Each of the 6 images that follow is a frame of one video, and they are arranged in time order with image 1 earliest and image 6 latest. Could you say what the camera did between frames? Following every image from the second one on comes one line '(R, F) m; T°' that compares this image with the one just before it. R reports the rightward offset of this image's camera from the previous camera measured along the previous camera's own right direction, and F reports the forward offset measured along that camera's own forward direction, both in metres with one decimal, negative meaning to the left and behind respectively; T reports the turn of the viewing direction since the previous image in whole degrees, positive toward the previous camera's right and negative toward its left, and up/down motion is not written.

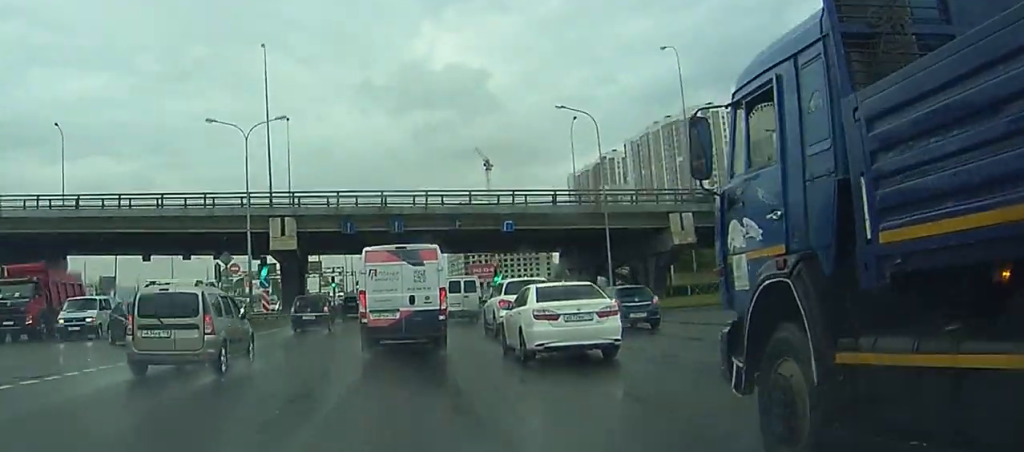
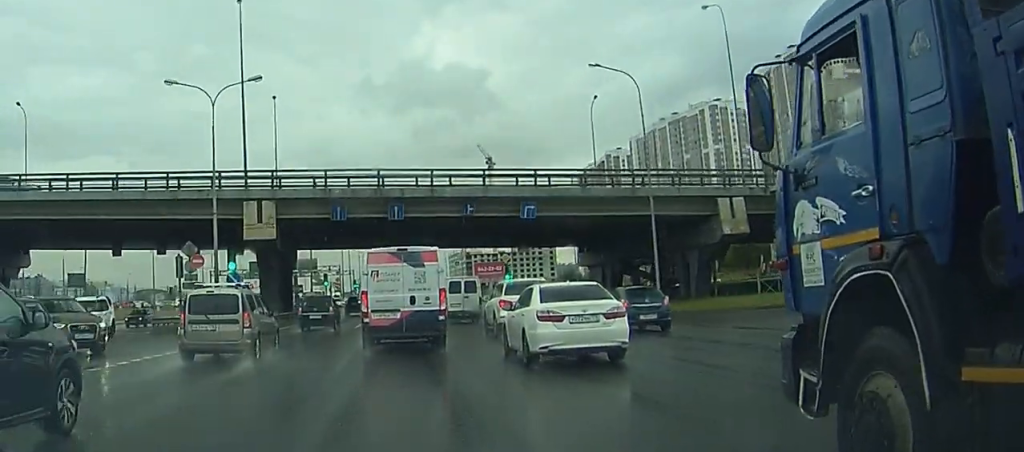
(0.0, +9.6) m; 0°
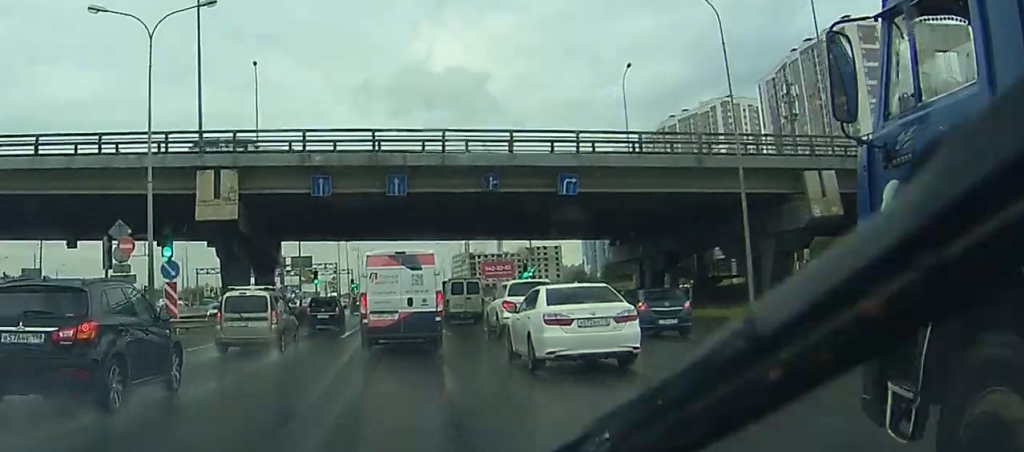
(+0.1, +11.4) m; 0°
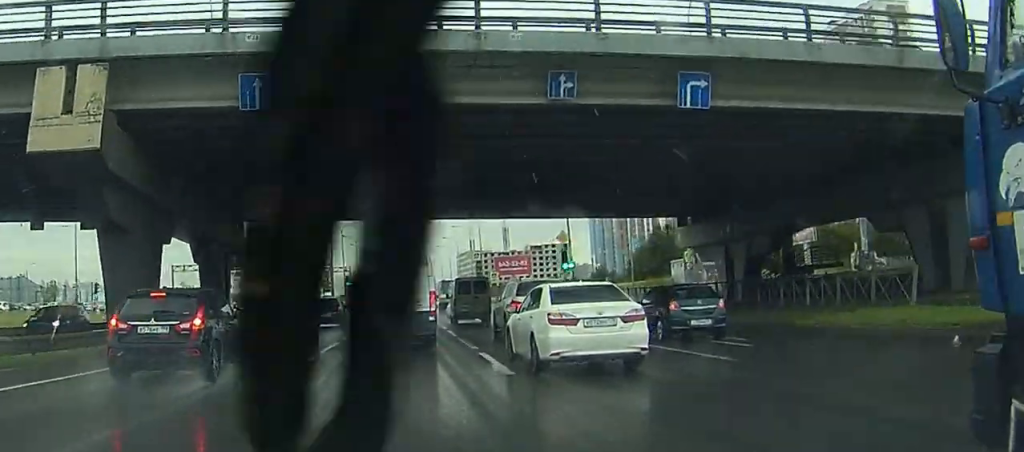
(-0.1, +16.8) m; 0°
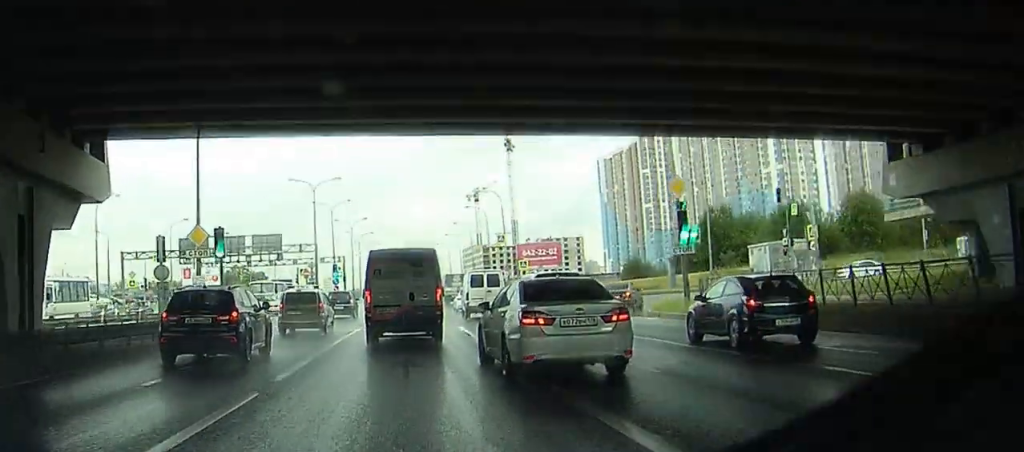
(+0.1, +24.0) m; 0°
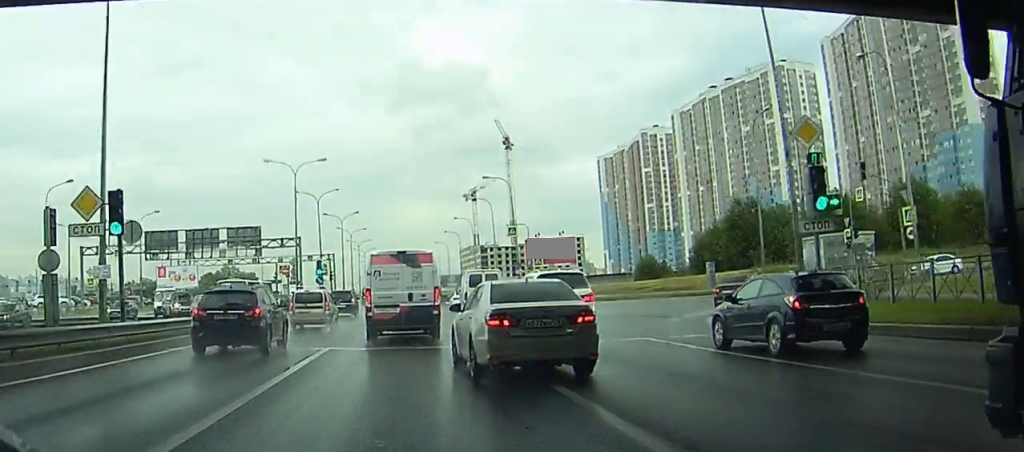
(0.0, +12.3) m; +1°
